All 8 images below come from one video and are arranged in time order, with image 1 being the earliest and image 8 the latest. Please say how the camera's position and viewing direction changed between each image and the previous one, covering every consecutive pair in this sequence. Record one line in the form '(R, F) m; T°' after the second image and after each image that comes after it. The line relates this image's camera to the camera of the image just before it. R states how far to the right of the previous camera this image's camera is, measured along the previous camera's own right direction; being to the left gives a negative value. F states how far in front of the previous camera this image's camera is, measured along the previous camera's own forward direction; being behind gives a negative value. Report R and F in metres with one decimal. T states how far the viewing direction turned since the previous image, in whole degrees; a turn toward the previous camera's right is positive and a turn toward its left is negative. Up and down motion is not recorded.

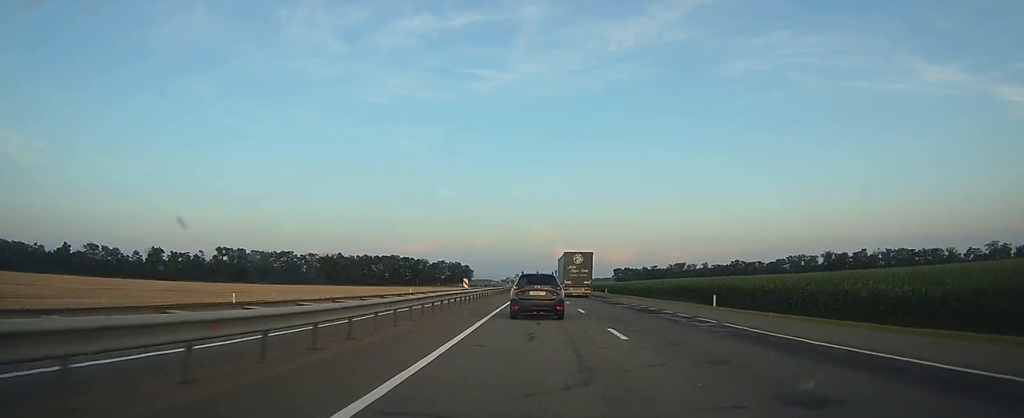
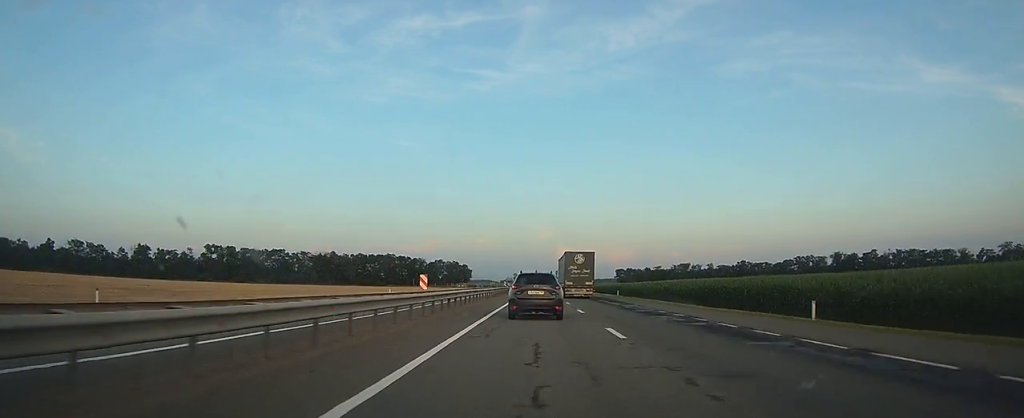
(0.0, +12.0) m; 0°
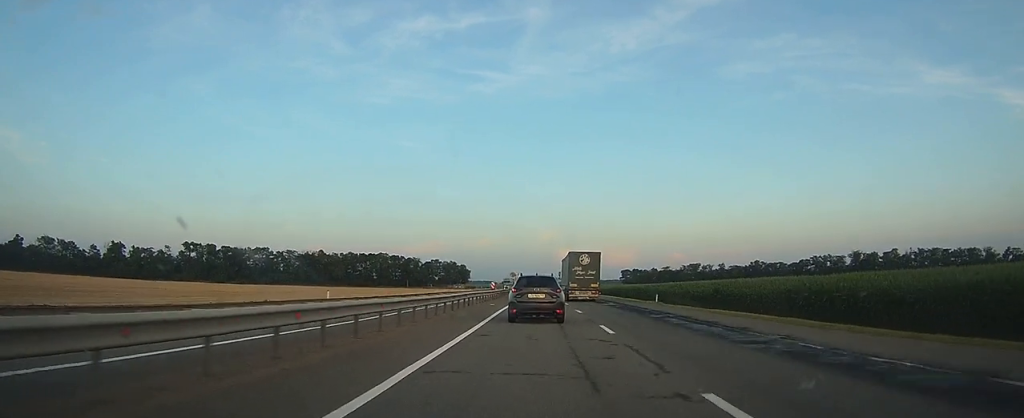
(0.0, +22.0) m; 0°
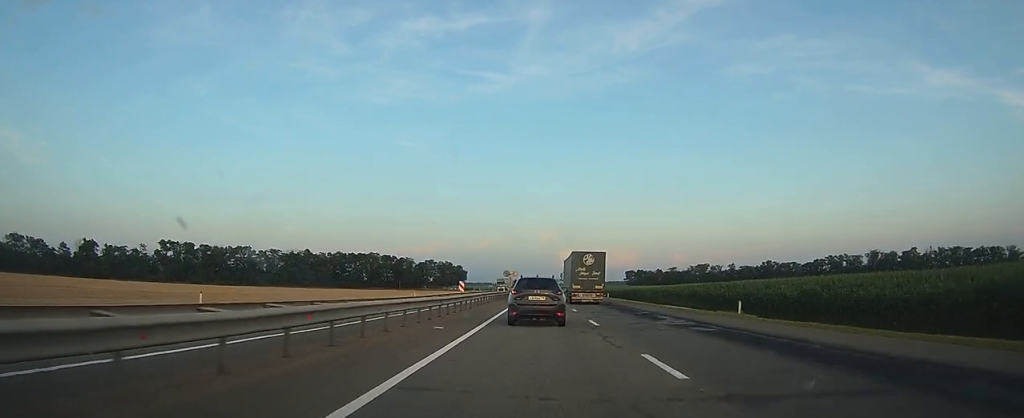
(0.0, +19.9) m; 0°
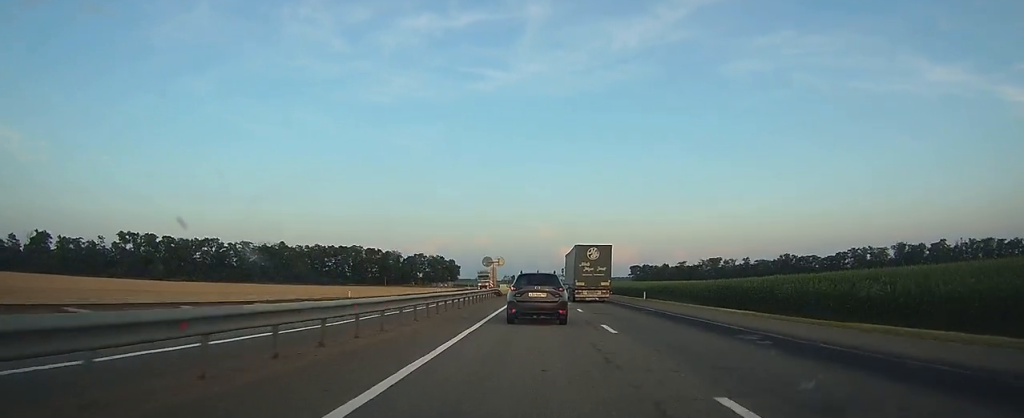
(0.0, +28.7) m; 0°
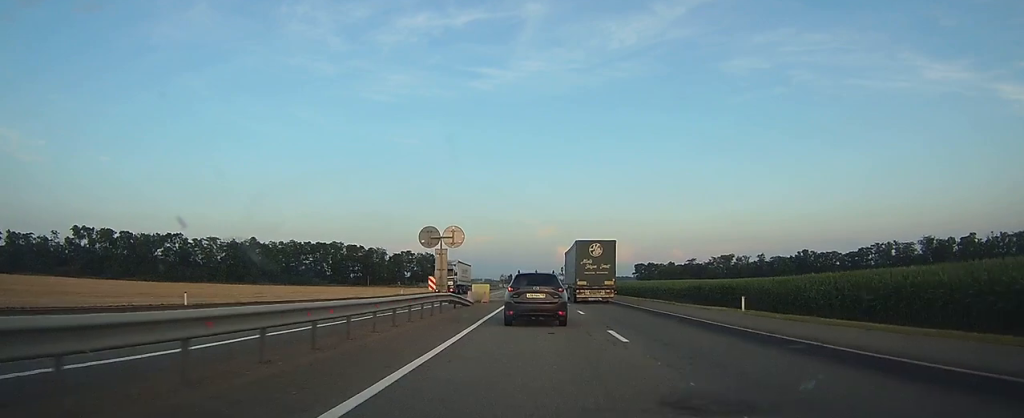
(0.0, +26.5) m; 0°
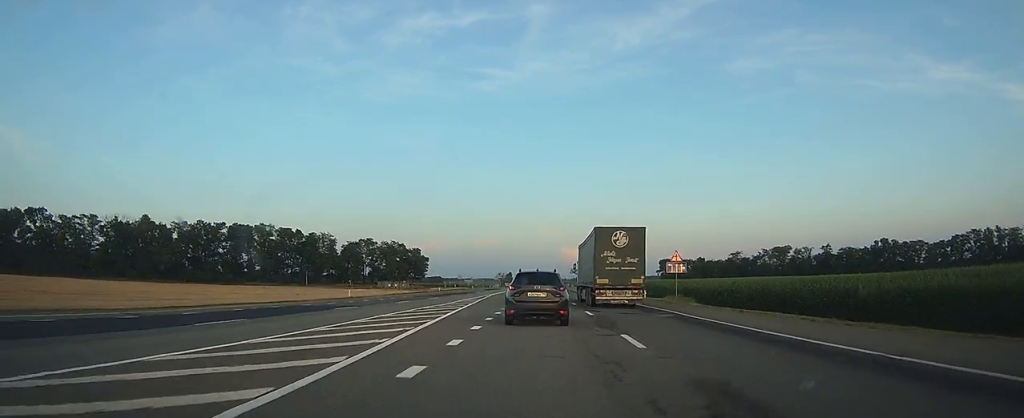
(-0.2, +74.1) m; -1°
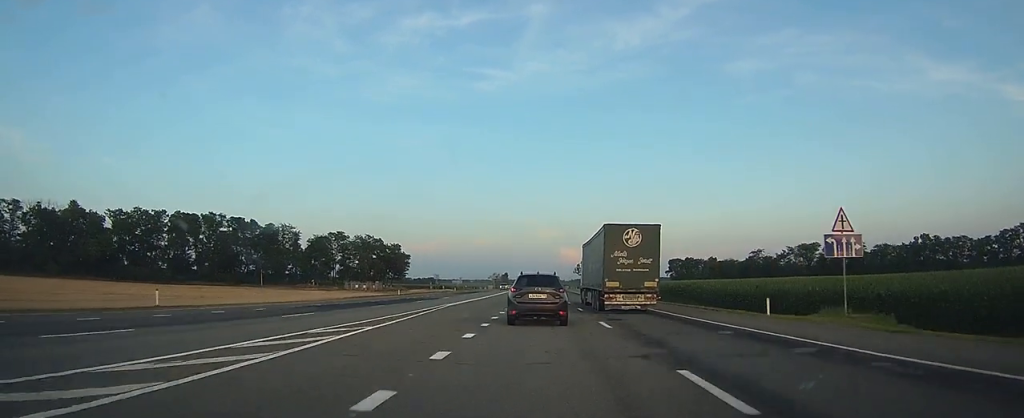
(-0.1, +30.0) m; -1°
